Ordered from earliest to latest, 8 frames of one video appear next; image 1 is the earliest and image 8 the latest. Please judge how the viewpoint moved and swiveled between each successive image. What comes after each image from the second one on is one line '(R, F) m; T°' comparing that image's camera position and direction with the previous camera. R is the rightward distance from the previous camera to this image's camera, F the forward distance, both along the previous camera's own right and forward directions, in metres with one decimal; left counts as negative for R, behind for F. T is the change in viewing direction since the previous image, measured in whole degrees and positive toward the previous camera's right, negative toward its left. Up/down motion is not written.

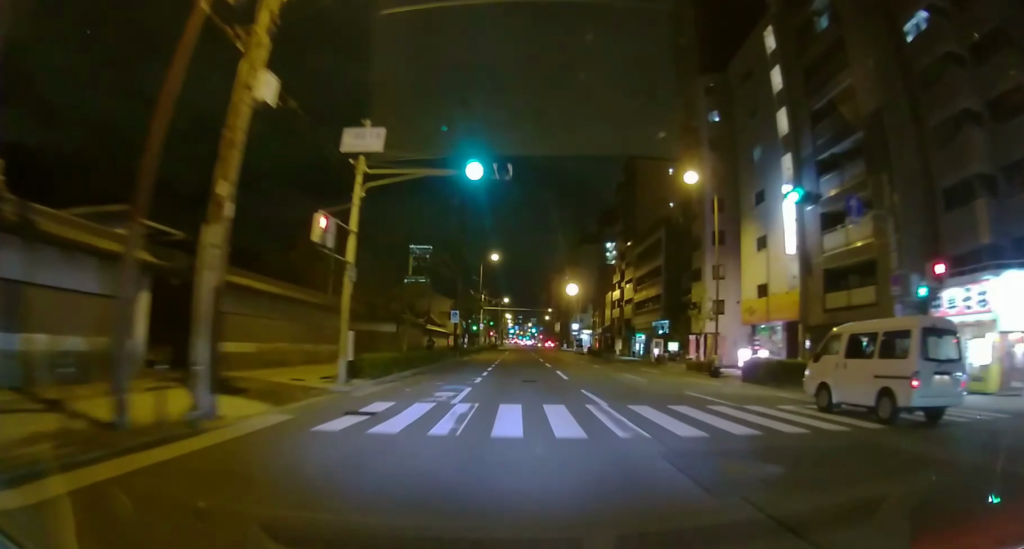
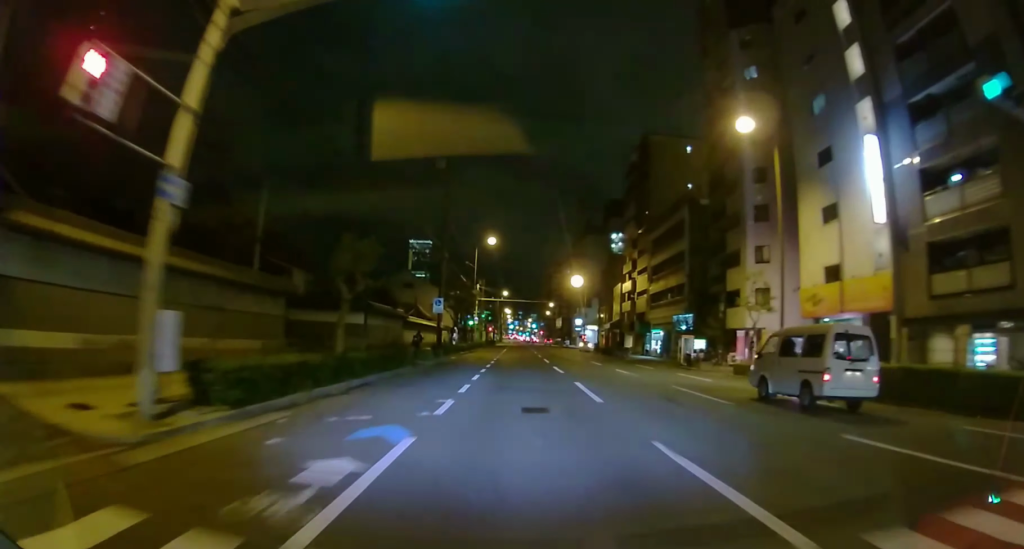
(0.0, +8.7) m; 0°
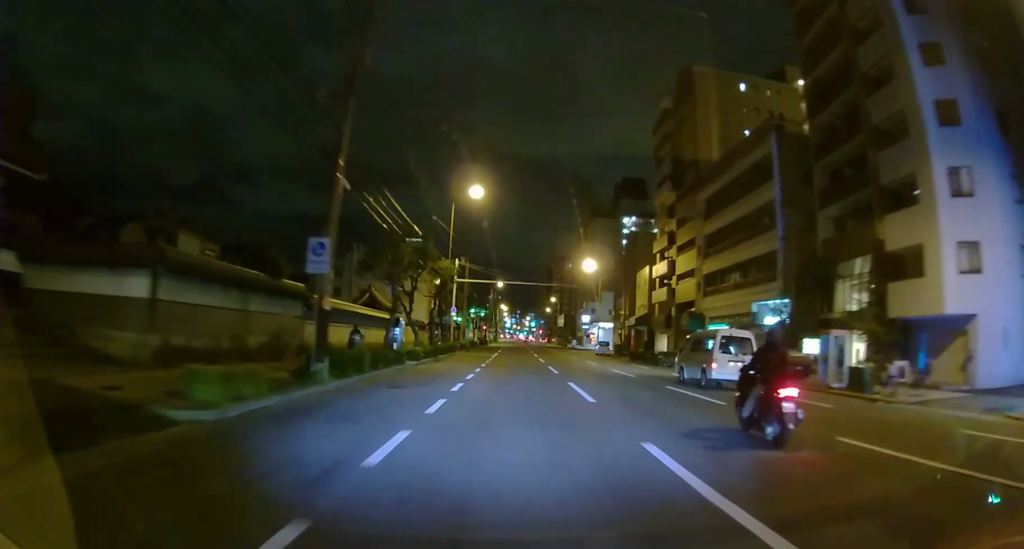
(0.0, +20.2) m; 0°
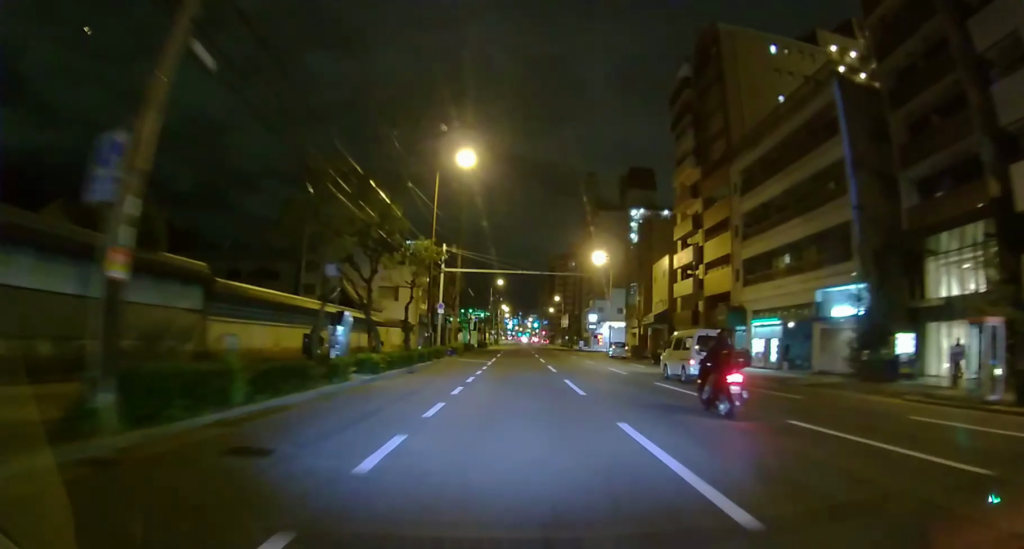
(0.0, +8.3) m; 0°
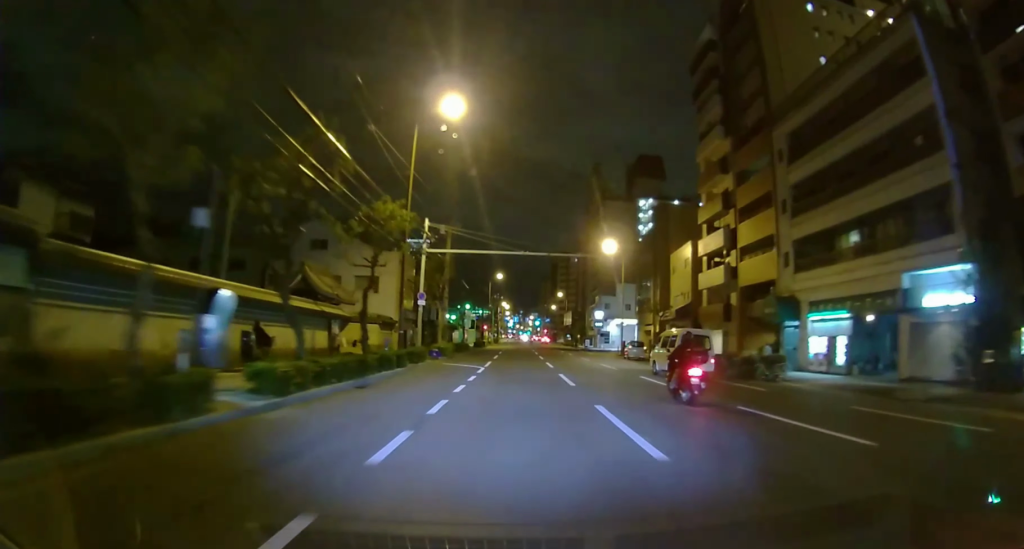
(0.0, +7.6) m; 0°
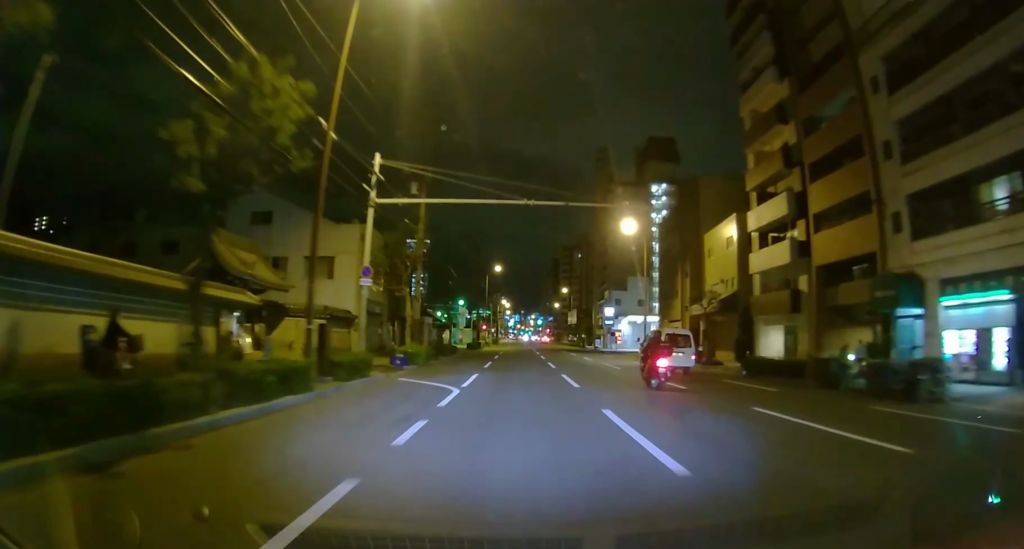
(0.0, +10.9) m; 0°
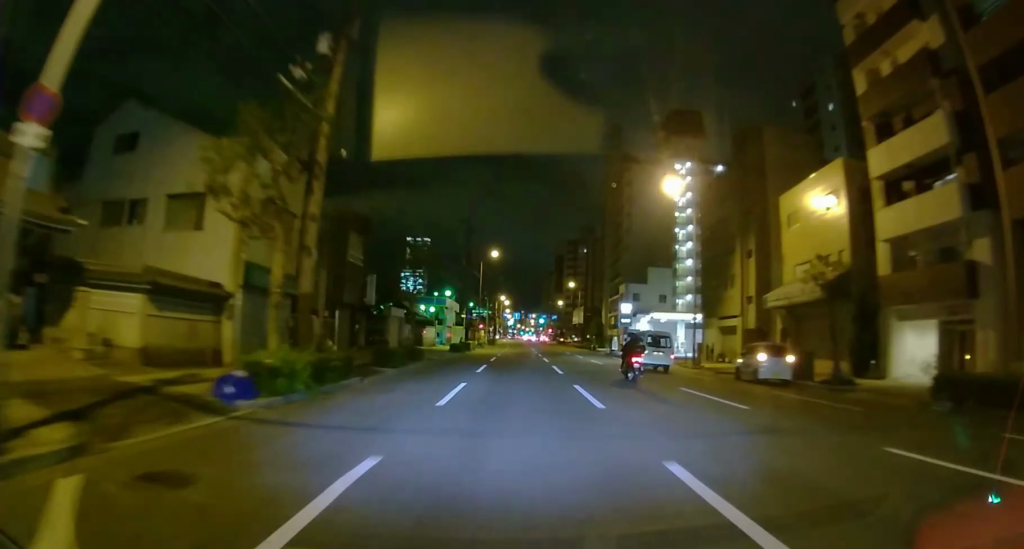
(0.0, +14.4) m; 0°
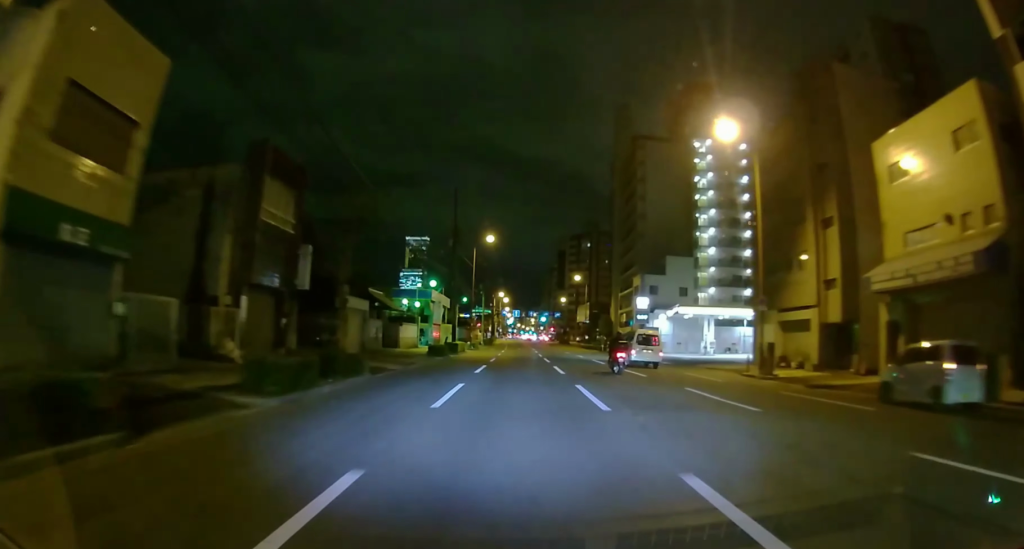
(0.0, +10.9) m; 0°
